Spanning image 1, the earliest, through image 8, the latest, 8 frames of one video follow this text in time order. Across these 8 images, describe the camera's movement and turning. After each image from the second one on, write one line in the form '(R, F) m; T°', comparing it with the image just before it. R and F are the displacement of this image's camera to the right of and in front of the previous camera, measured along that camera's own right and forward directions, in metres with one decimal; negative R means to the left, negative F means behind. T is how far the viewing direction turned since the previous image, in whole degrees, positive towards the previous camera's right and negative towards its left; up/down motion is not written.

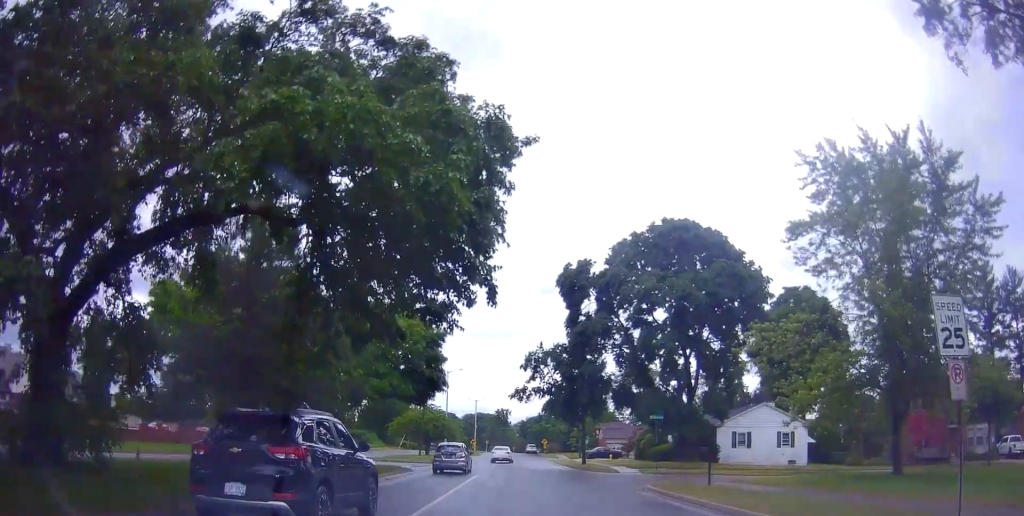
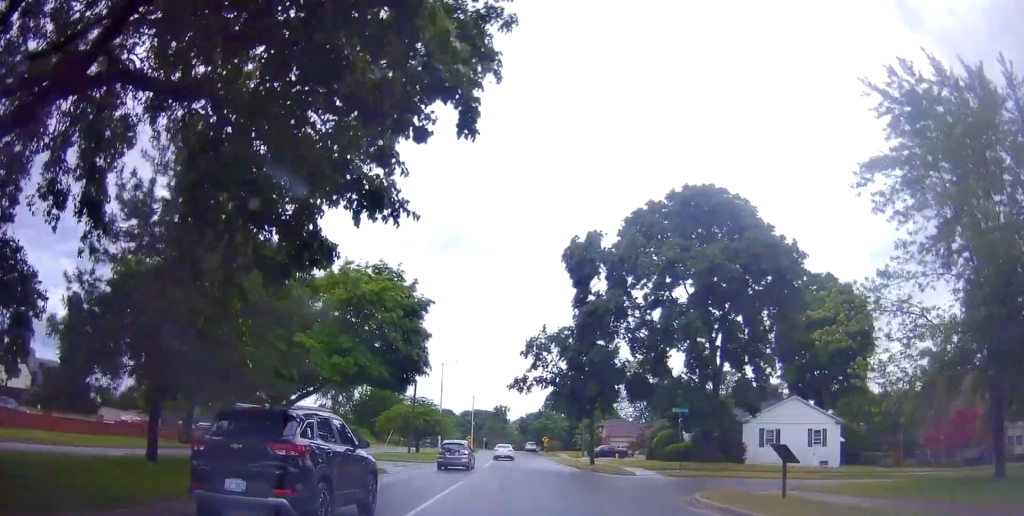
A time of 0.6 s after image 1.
(-0.1, +6.2) m; -1°
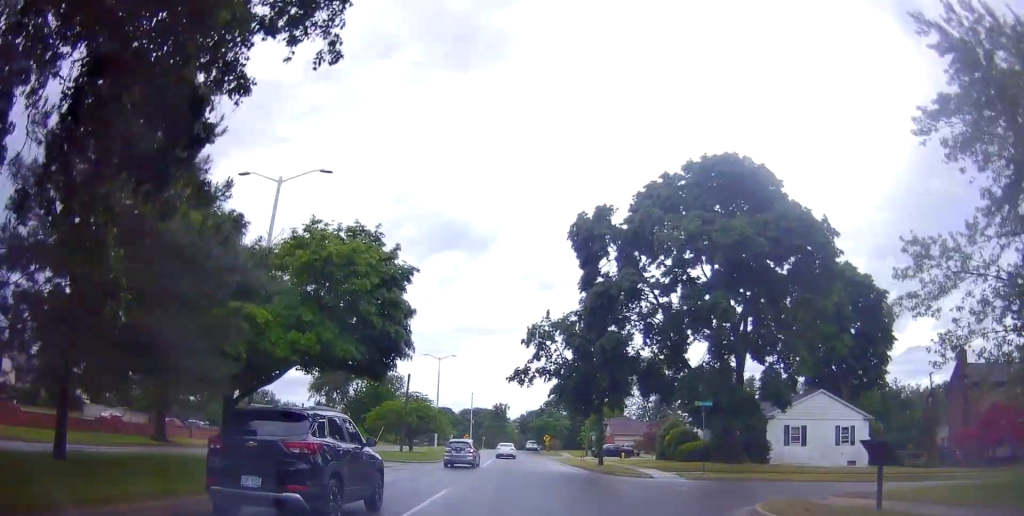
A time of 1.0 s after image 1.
(+0.1, +4.7) m; -1°
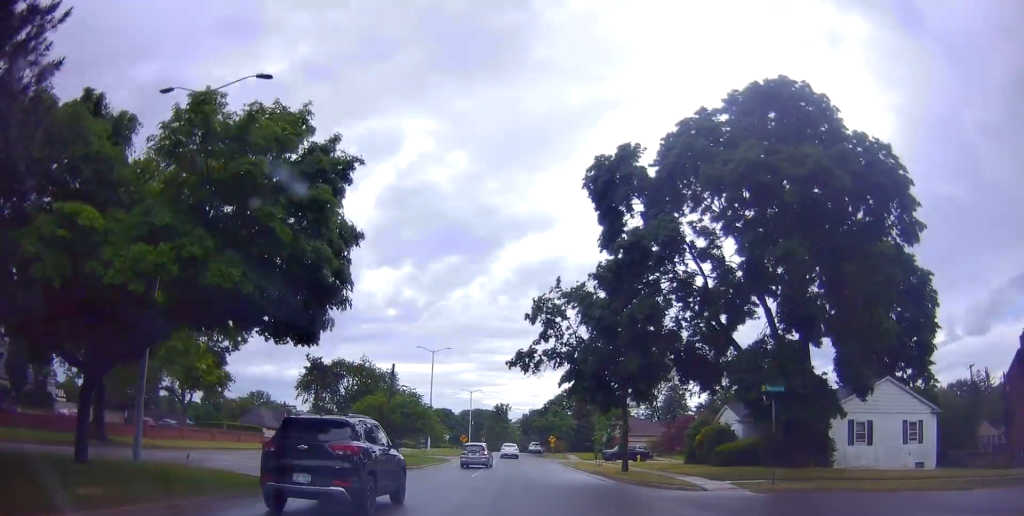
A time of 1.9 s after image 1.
(-0.2, +9.0) m; +1°
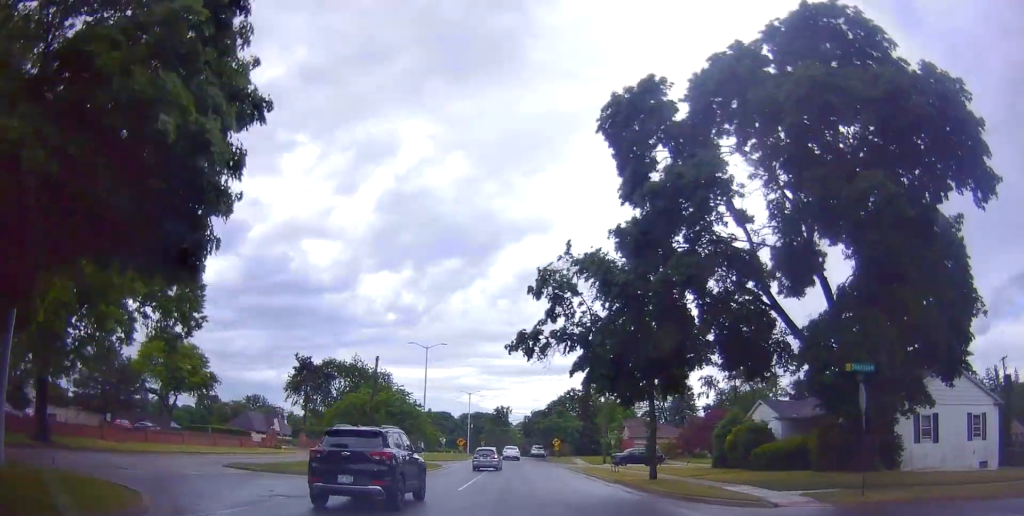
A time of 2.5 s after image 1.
(+0.1, +6.6) m; +1°
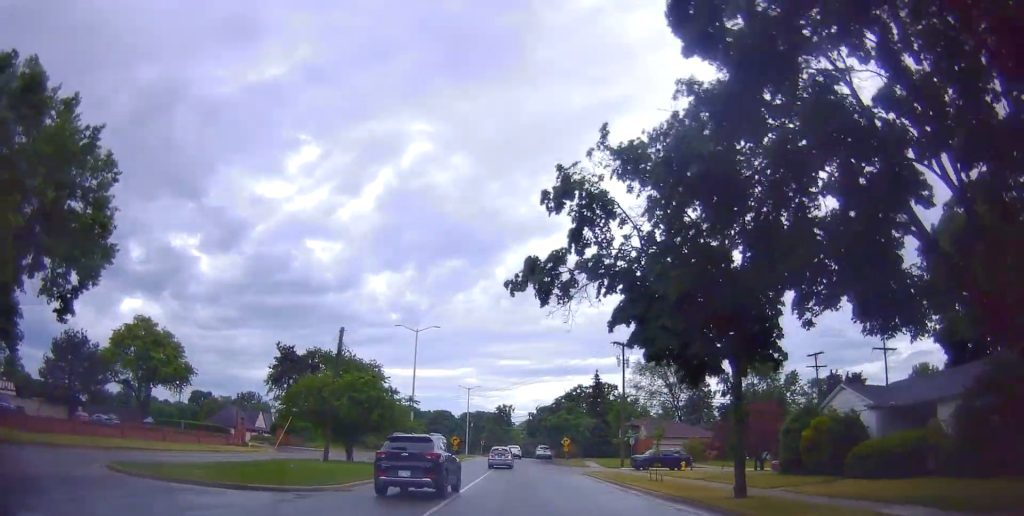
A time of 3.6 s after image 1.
(+0.2, +10.2) m; +1°
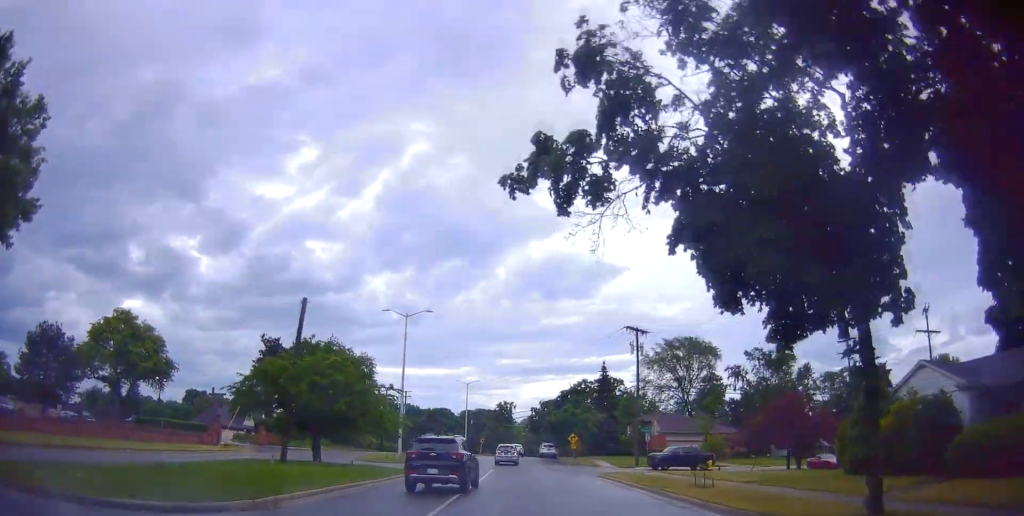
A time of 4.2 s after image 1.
(-0.5, +6.4) m; +1°
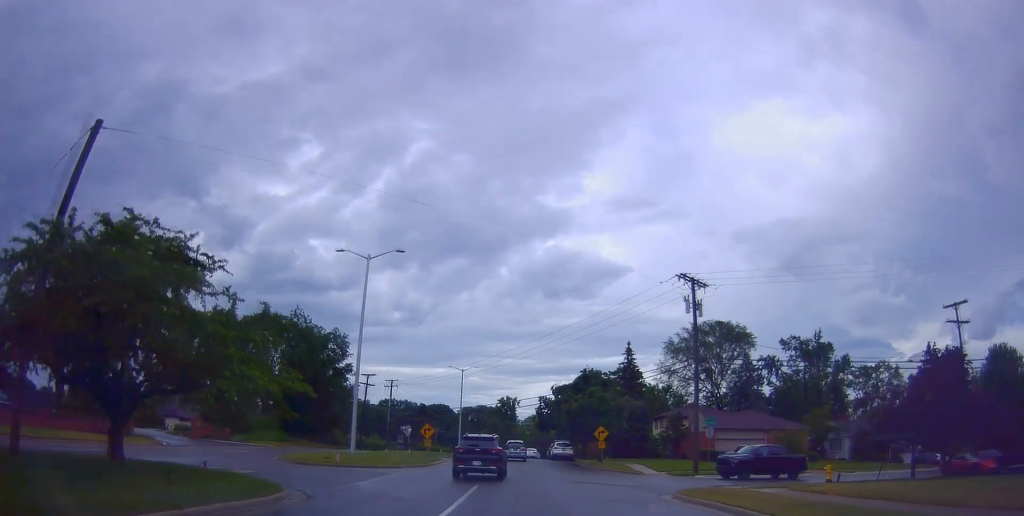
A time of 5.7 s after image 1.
(+1.2, +16.5) m; +2°
